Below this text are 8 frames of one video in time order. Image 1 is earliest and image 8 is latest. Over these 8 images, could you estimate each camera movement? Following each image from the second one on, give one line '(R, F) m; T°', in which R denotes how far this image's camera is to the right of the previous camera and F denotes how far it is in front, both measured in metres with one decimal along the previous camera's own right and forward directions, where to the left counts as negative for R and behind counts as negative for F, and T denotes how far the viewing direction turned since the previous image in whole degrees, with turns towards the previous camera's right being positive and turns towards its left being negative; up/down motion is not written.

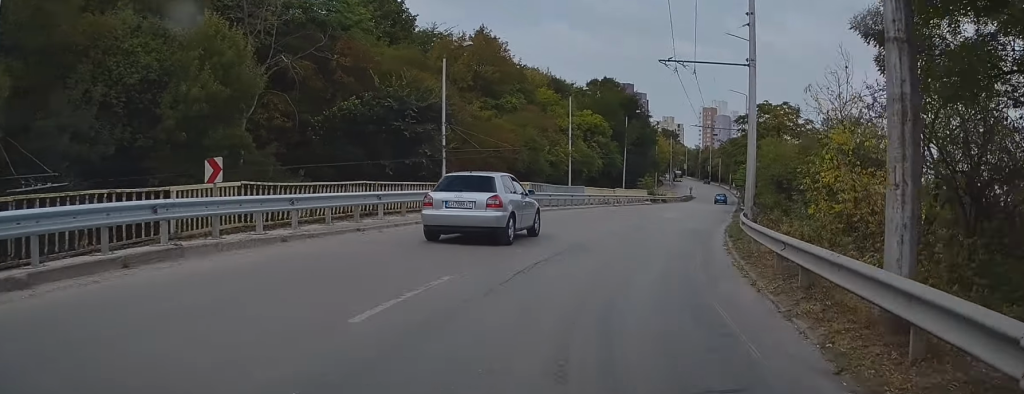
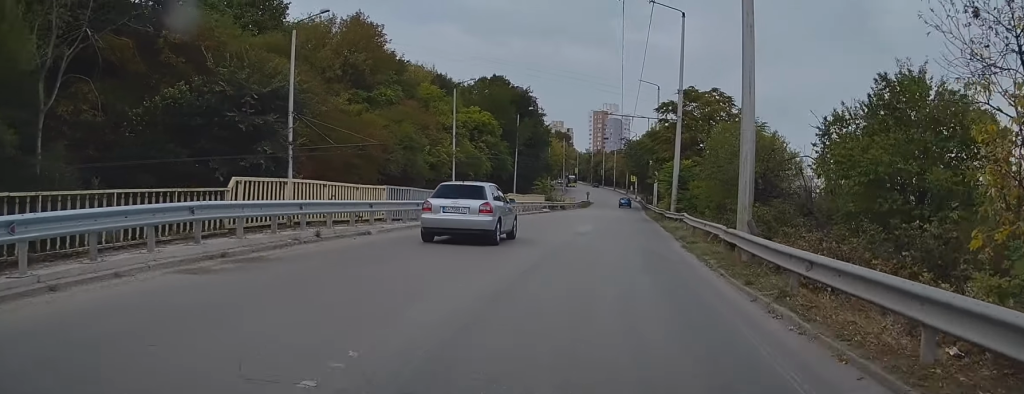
(+1.0, +10.0) m; +9°
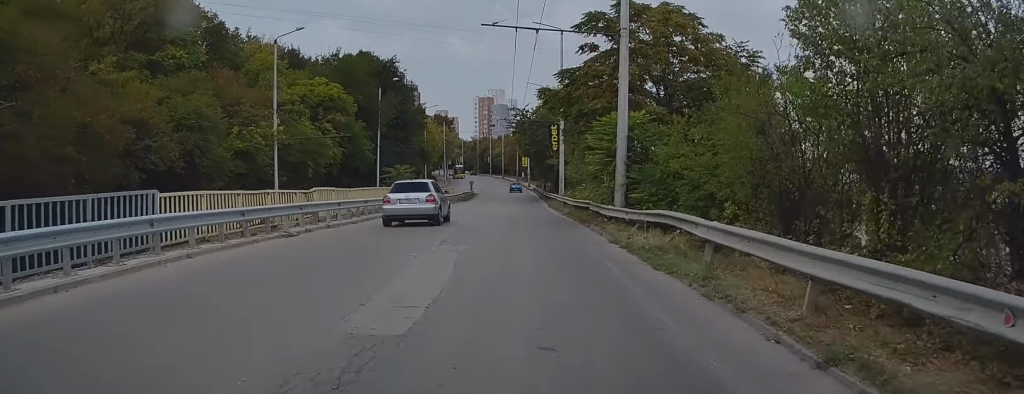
(+2.1, +18.4) m; +10°
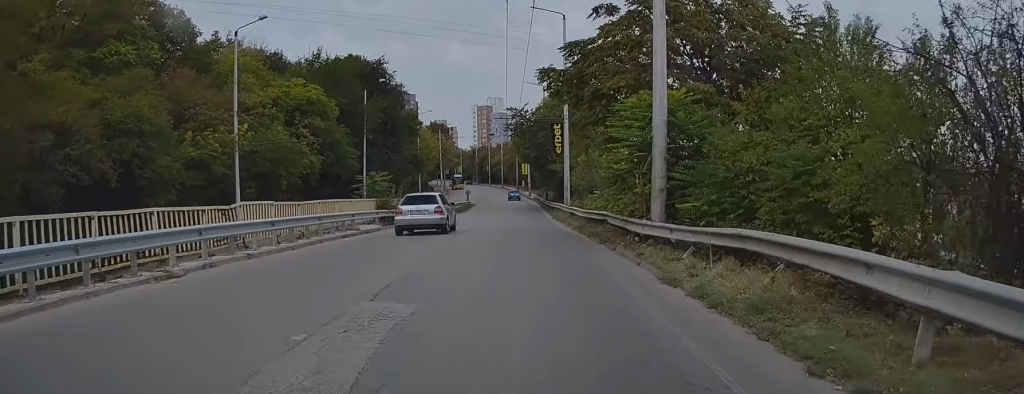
(0.0, +6.1) m; +1°
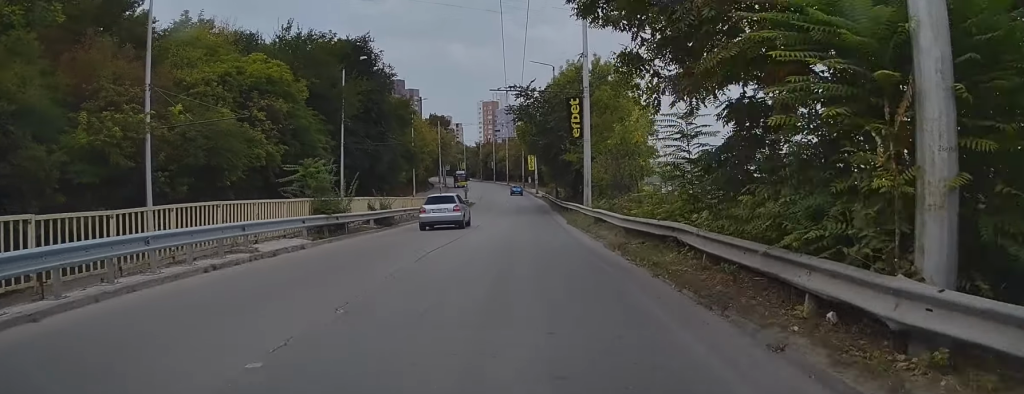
(+0.2, +10.1) m; +1°
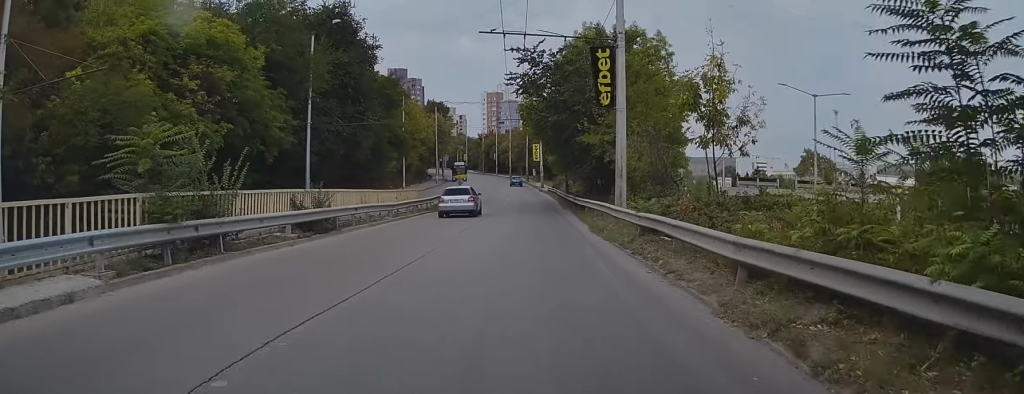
(+0.2, +9.8) m; 0°
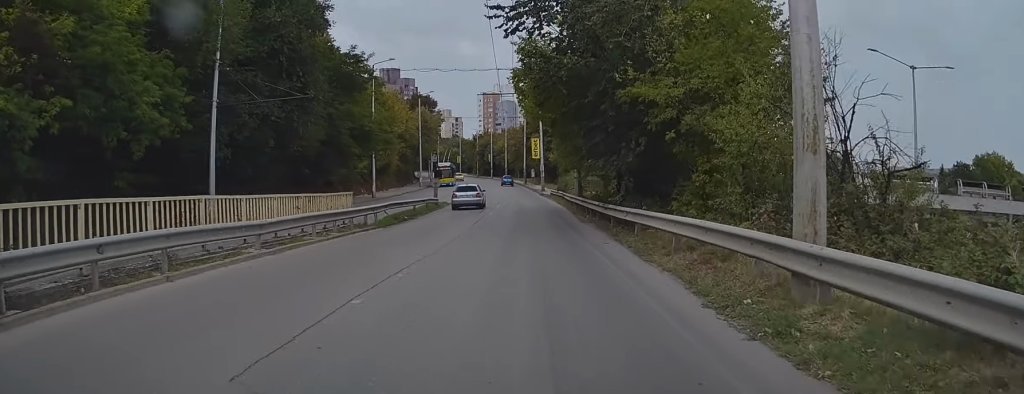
(-0.4, +14.4) m; -1°
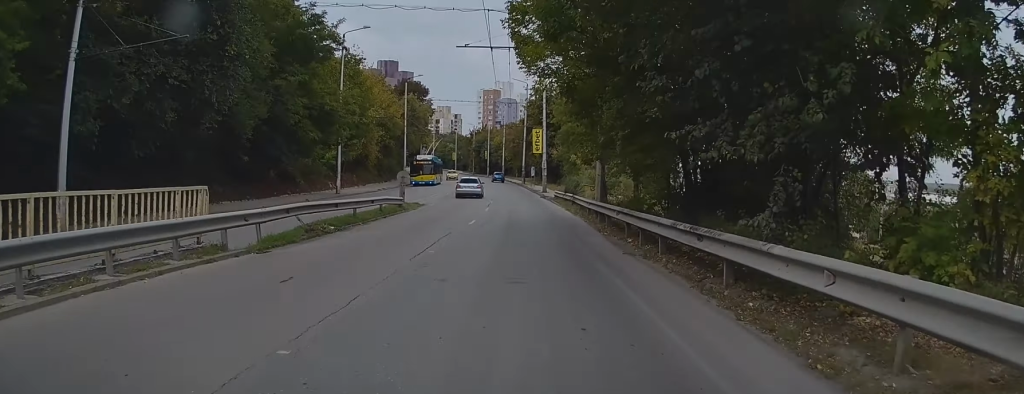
(+0.3, +11.7) m; 0°
